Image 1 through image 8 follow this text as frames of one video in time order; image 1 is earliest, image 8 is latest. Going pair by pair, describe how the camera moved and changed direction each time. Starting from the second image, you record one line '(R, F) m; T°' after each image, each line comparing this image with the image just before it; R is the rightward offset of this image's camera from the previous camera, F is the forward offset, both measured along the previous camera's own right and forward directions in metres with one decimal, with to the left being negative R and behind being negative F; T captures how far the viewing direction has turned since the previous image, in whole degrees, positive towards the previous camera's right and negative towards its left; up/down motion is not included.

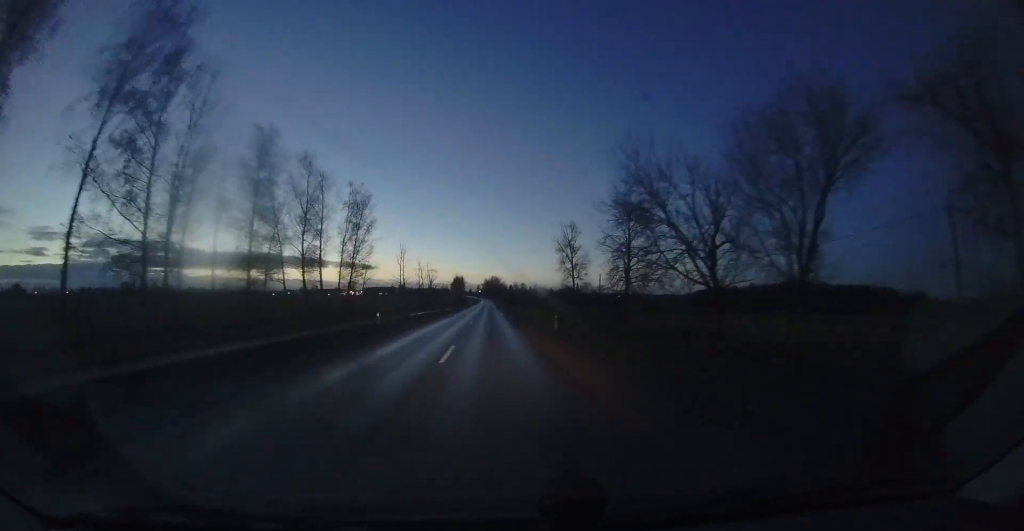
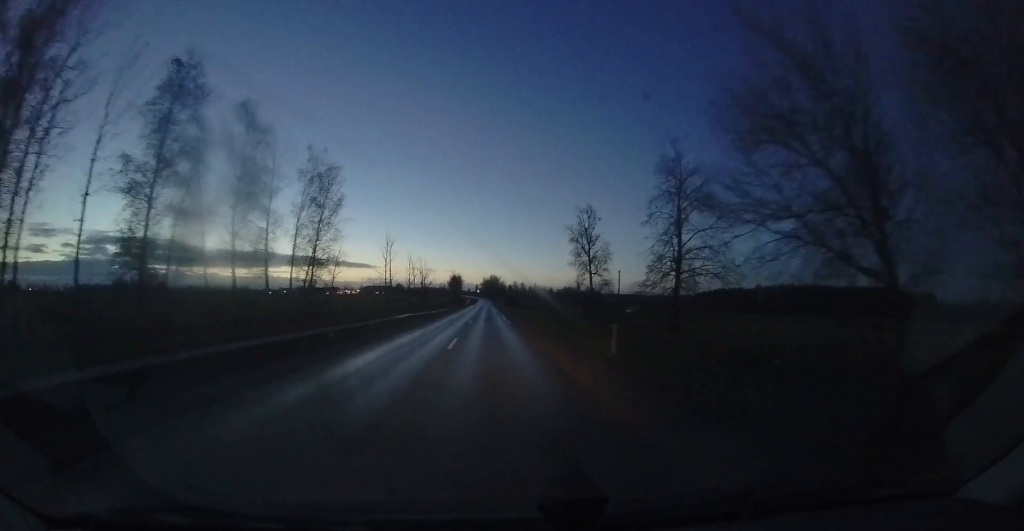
(0.0, +9.5) m; 0°
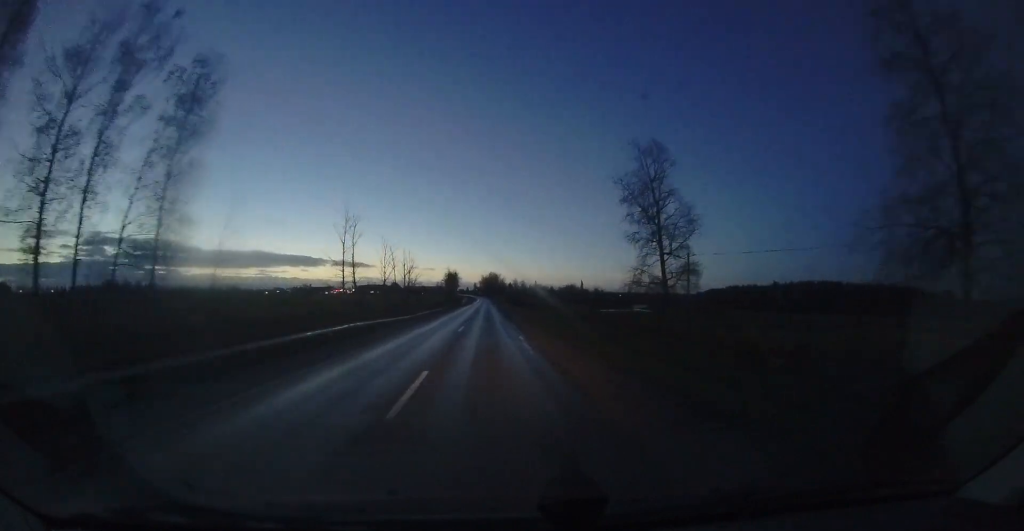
(-0.1, +18.2) m; 0°
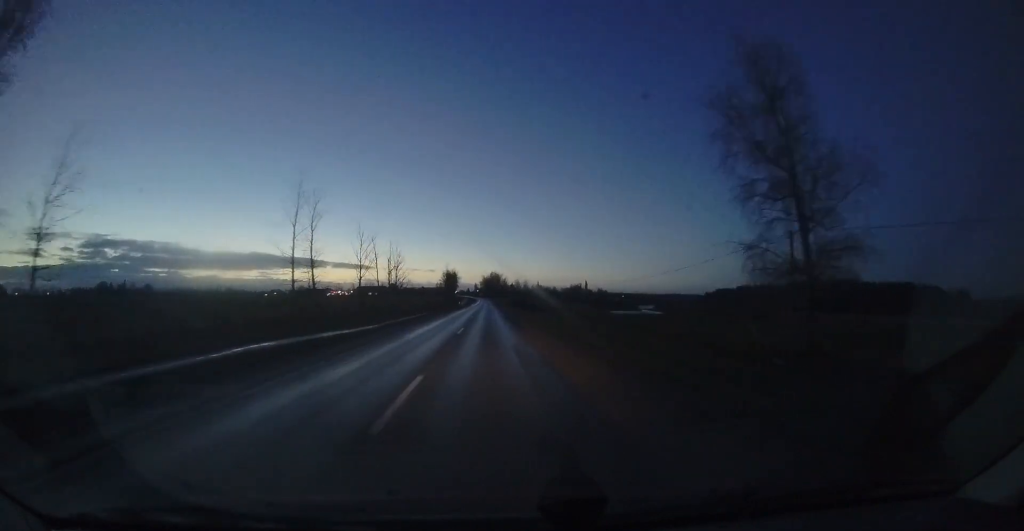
(-0.1, +12.4) m; 0°
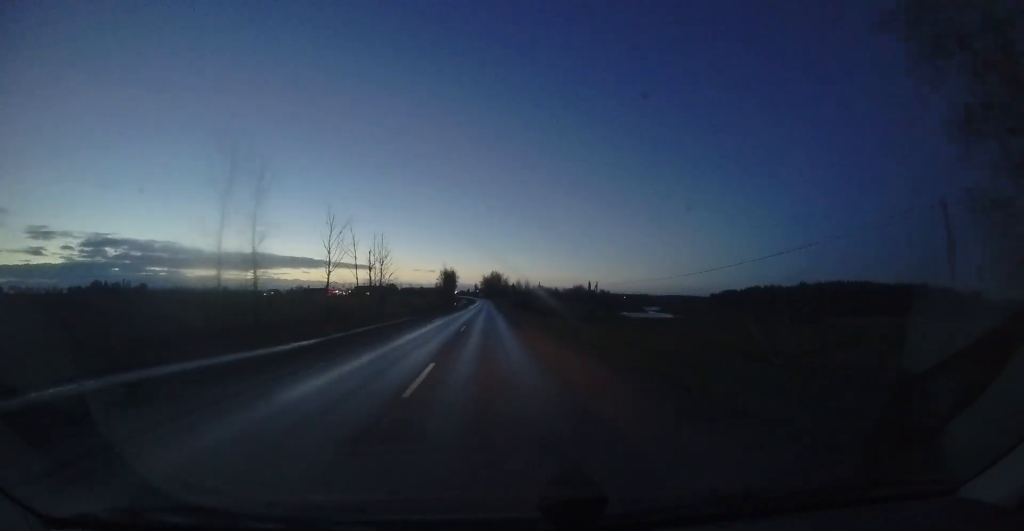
(+0.1, +10.2) m; 0°
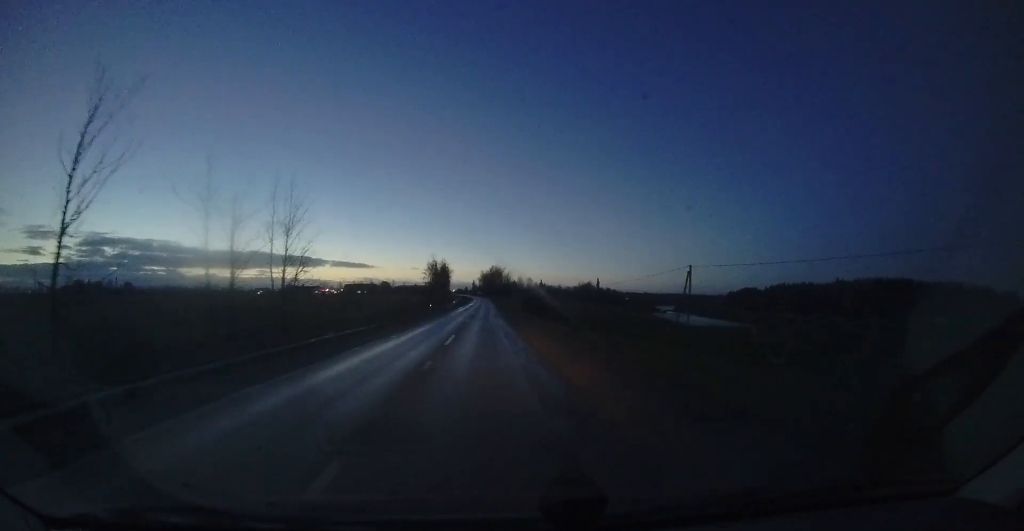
(+0.3, +28.9) m; +1°
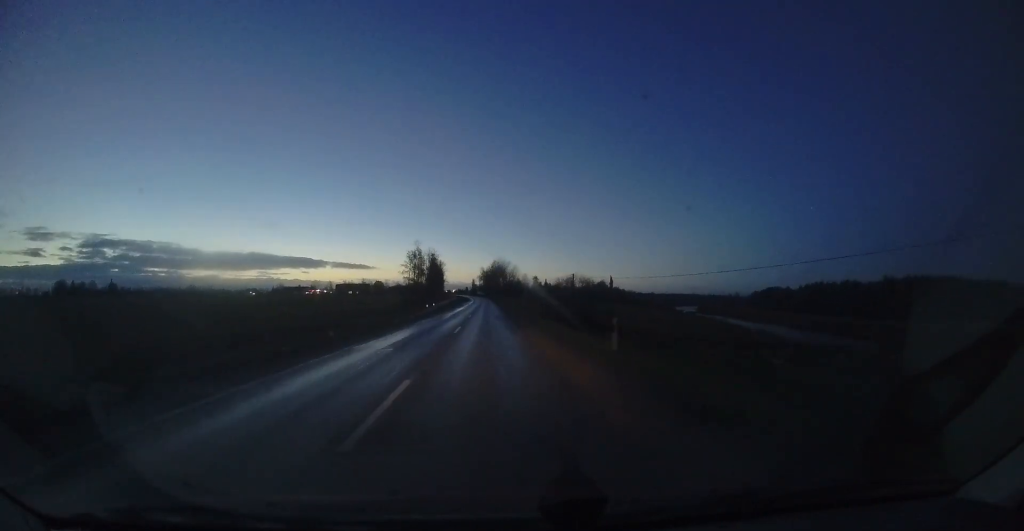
(-0.1, +31.1) m; 0°
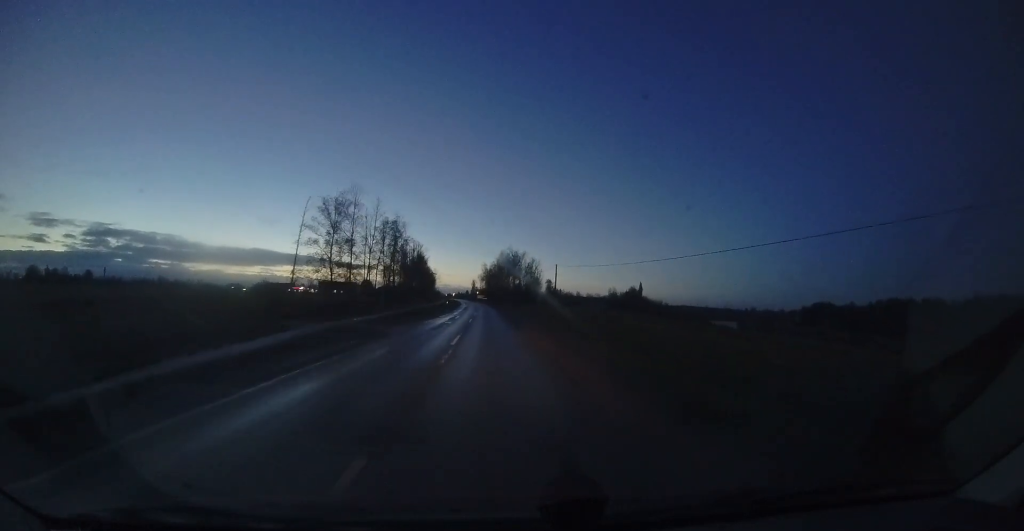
(+0.3, +50.3) m; -1°
